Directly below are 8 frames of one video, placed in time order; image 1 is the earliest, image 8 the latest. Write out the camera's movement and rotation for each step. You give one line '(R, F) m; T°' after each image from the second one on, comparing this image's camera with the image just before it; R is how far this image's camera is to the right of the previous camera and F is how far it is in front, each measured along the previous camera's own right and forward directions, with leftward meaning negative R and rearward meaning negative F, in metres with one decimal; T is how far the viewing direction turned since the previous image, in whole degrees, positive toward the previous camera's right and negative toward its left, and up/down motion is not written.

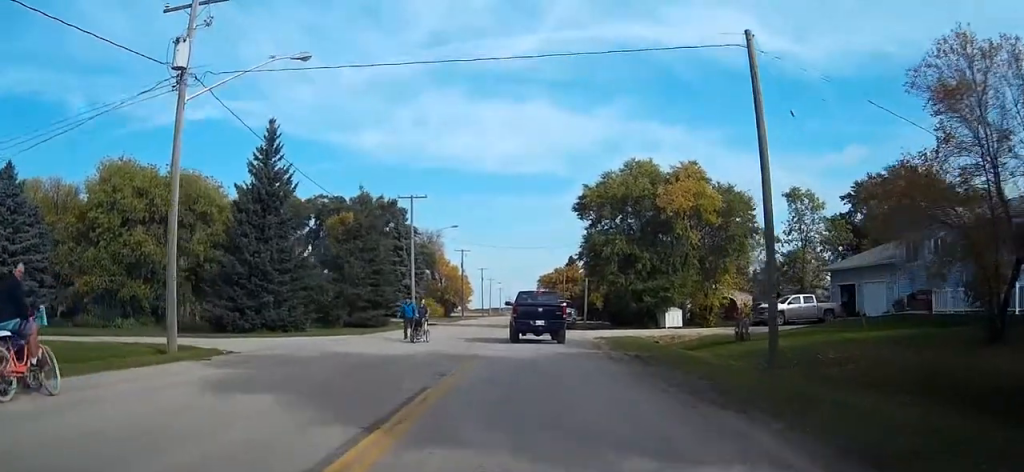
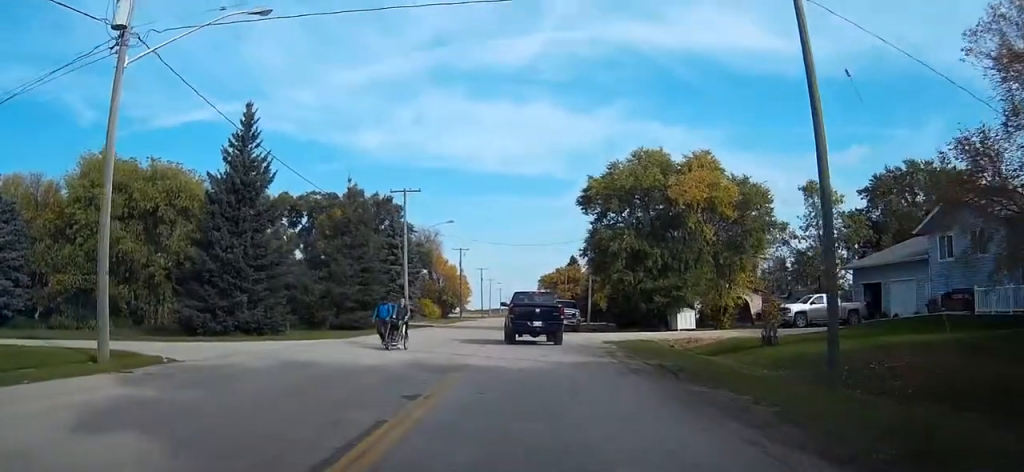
(+0.1, +3.8) m; -1°
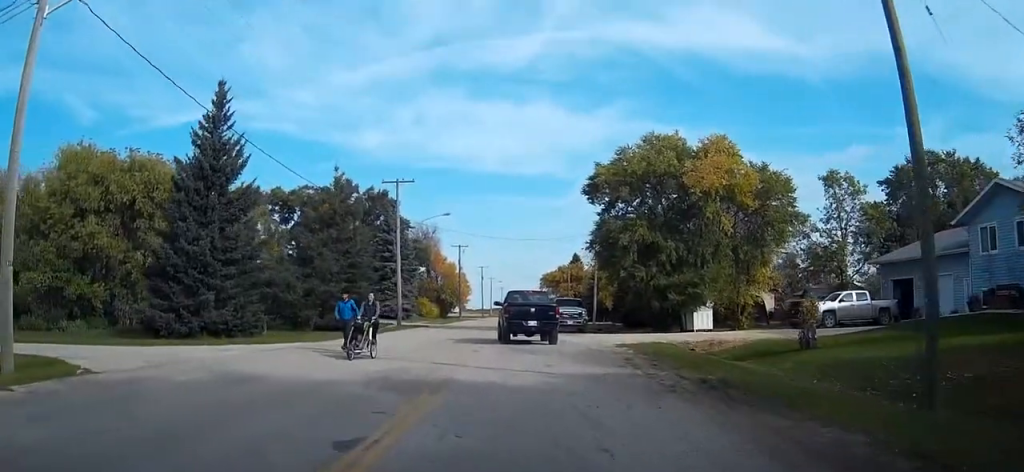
(-0.1, +3.9) m; -1°
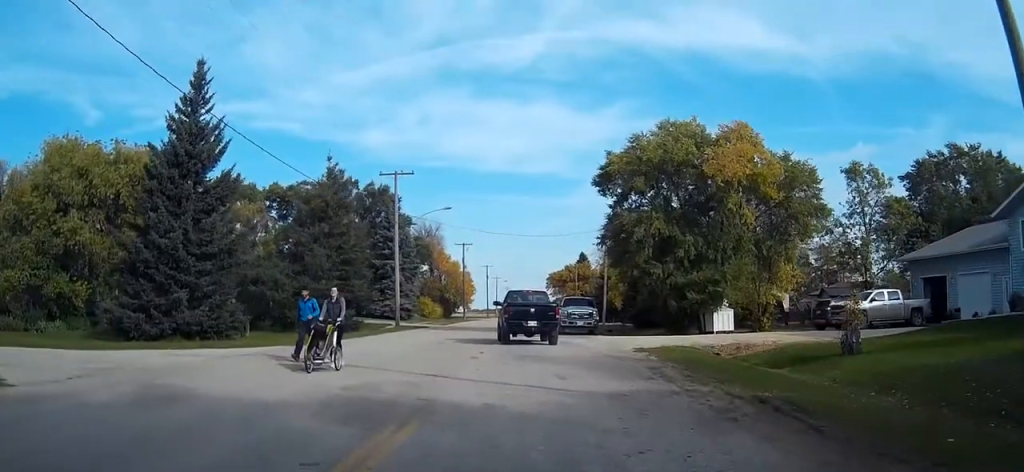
(0.0, +3.1) m; -1°
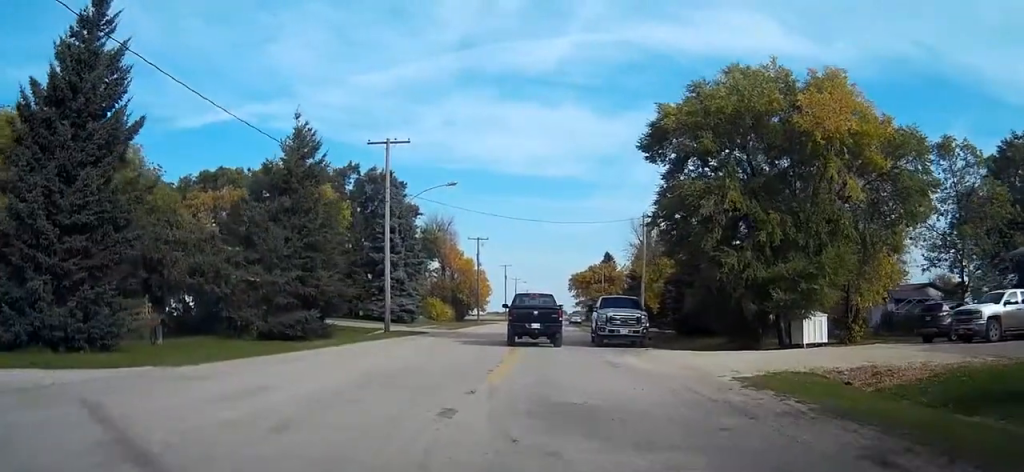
(0.0, +10.2) m; +1°
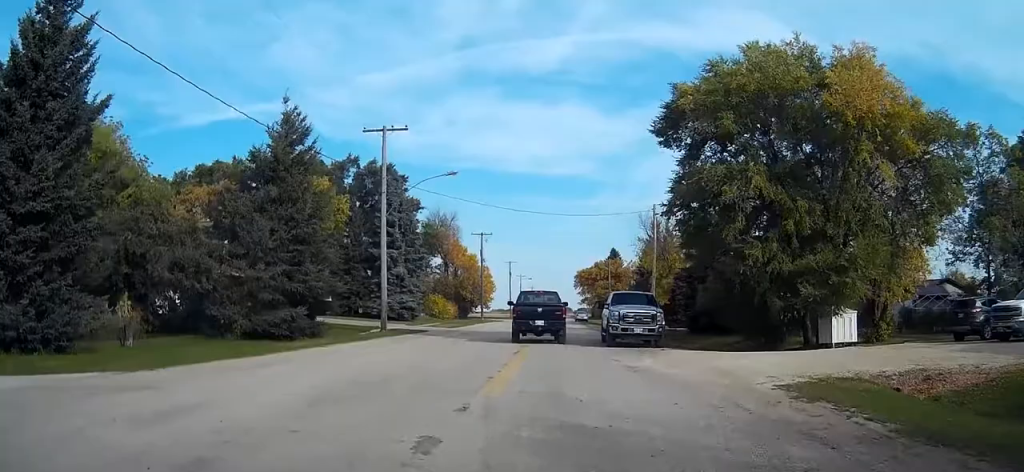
(0.0, +2.4) m; 0°
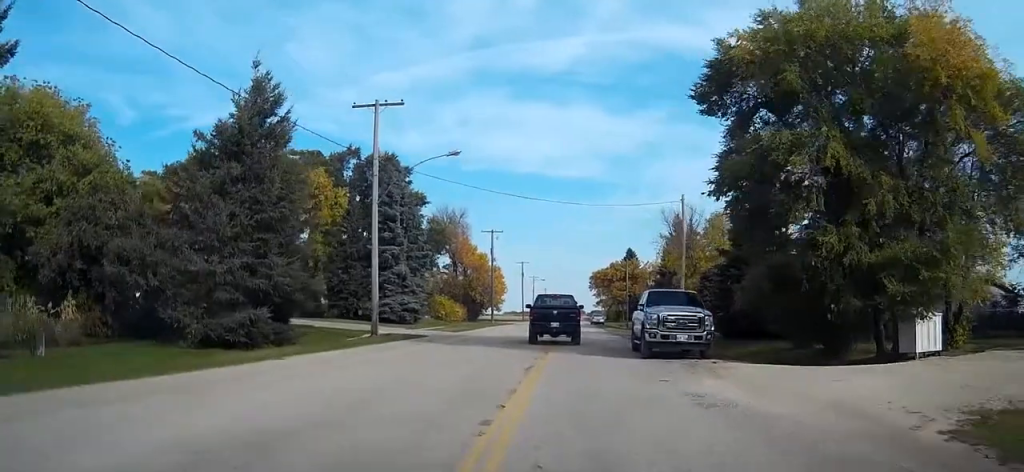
(0.0, +5.5) m; -1°
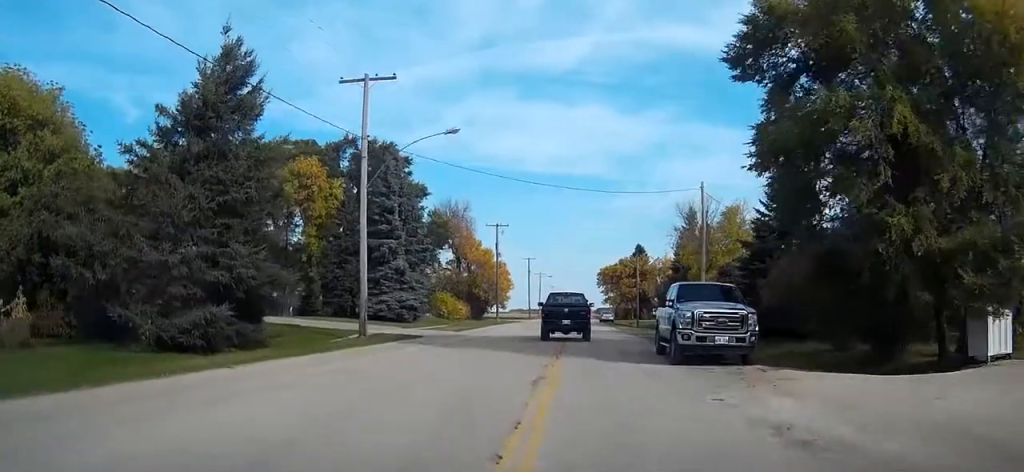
(-0.1, +3.7) m; 0°
